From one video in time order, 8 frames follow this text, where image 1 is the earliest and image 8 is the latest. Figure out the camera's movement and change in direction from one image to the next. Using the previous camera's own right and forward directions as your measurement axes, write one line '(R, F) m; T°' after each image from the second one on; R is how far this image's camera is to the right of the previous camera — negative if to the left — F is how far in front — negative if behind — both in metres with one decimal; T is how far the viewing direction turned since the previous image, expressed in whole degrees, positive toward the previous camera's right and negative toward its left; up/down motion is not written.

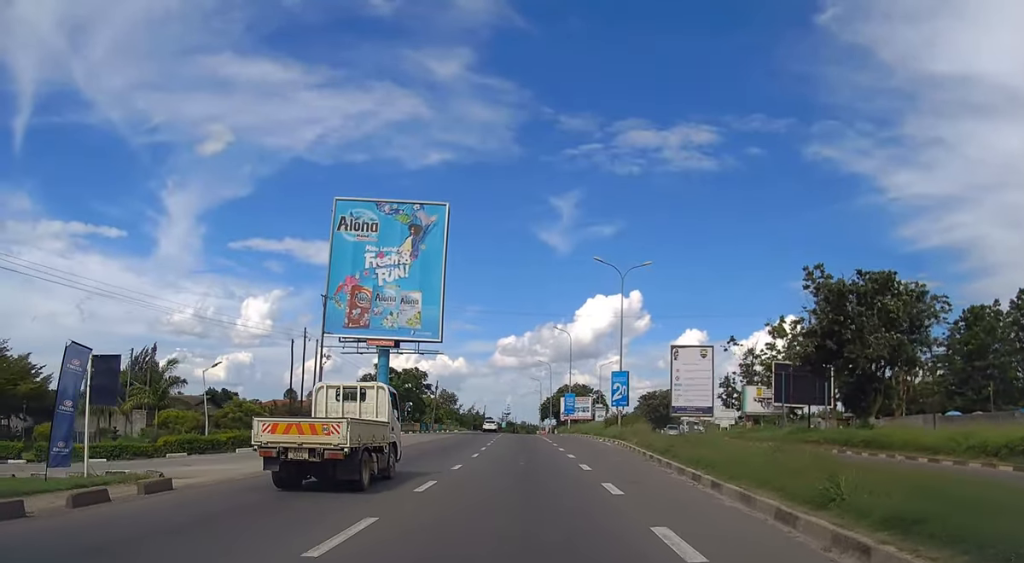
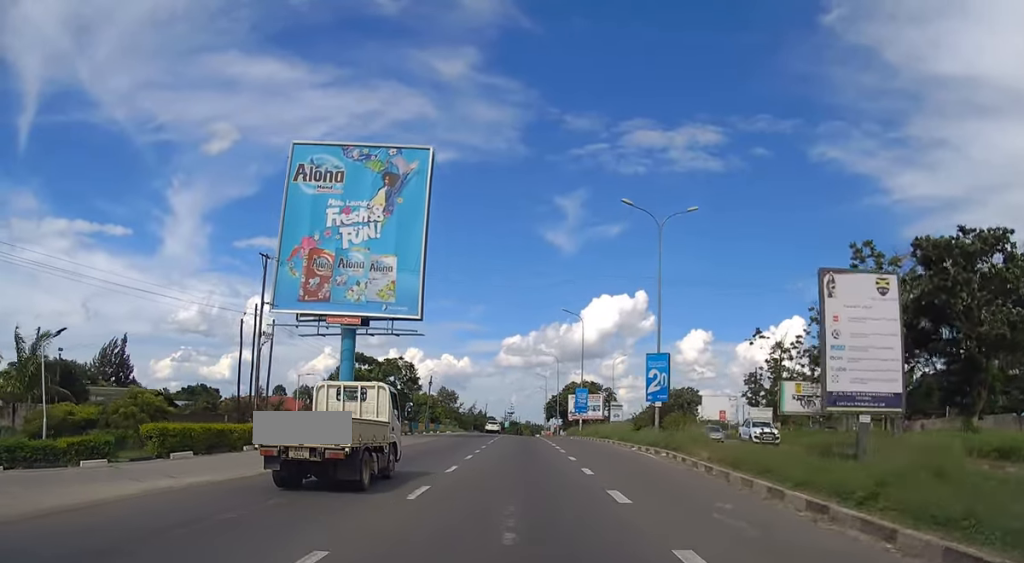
(-0.1, +13.4) m; 0°
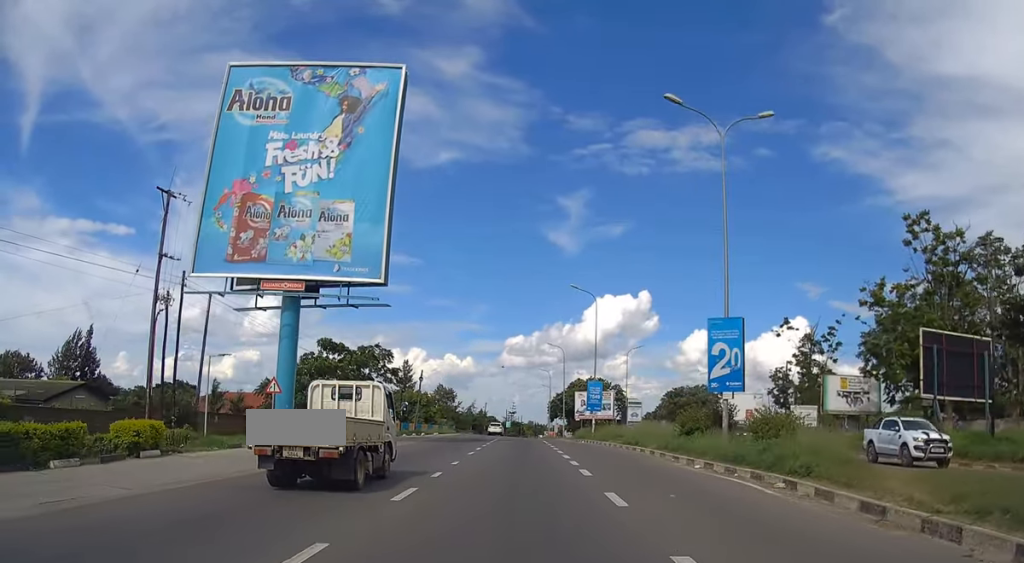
(0.0, +12.3) m; 0°
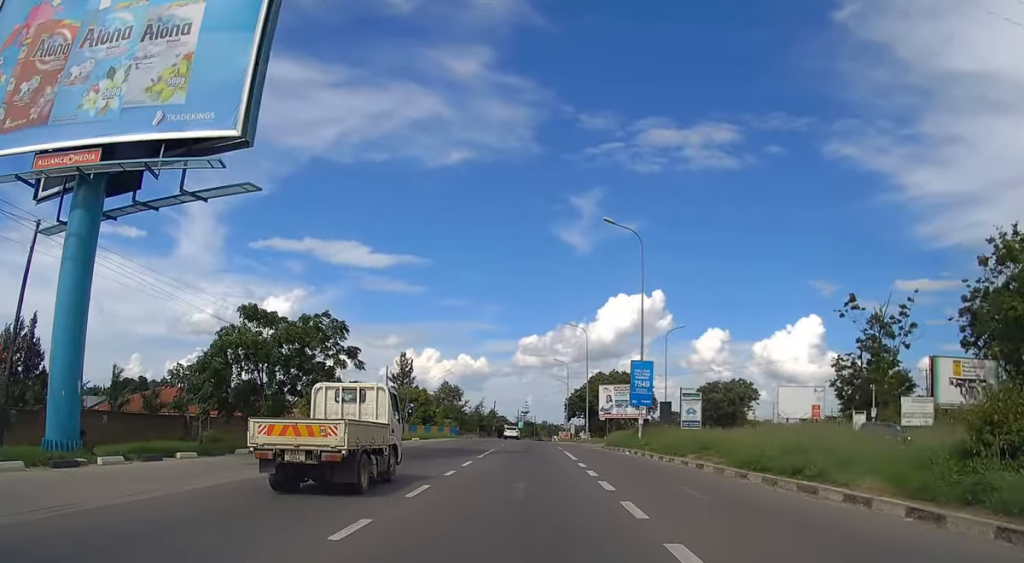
(-0.1, +18.9) m; -1°
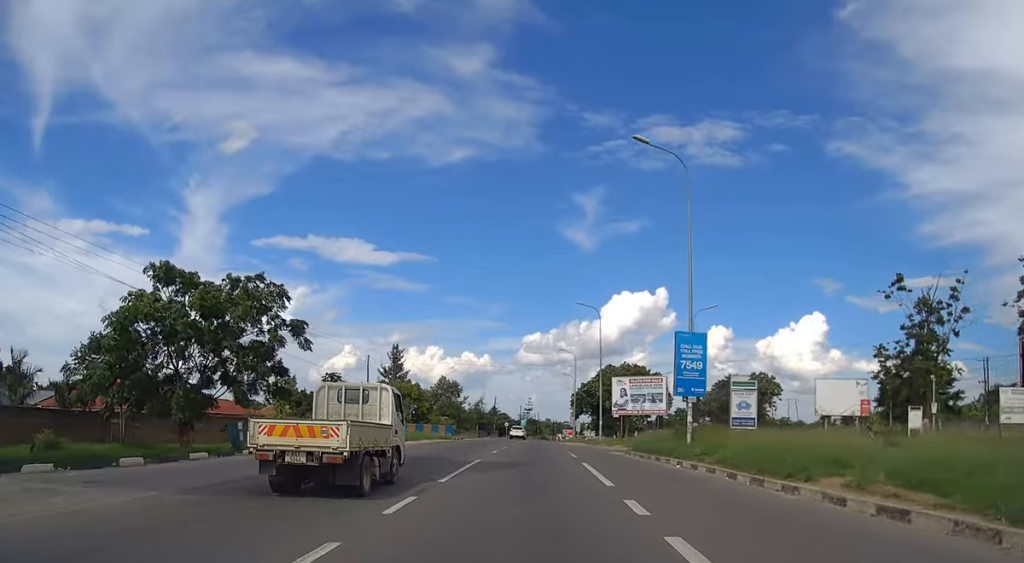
(-0.1, +11.0) m; -1°
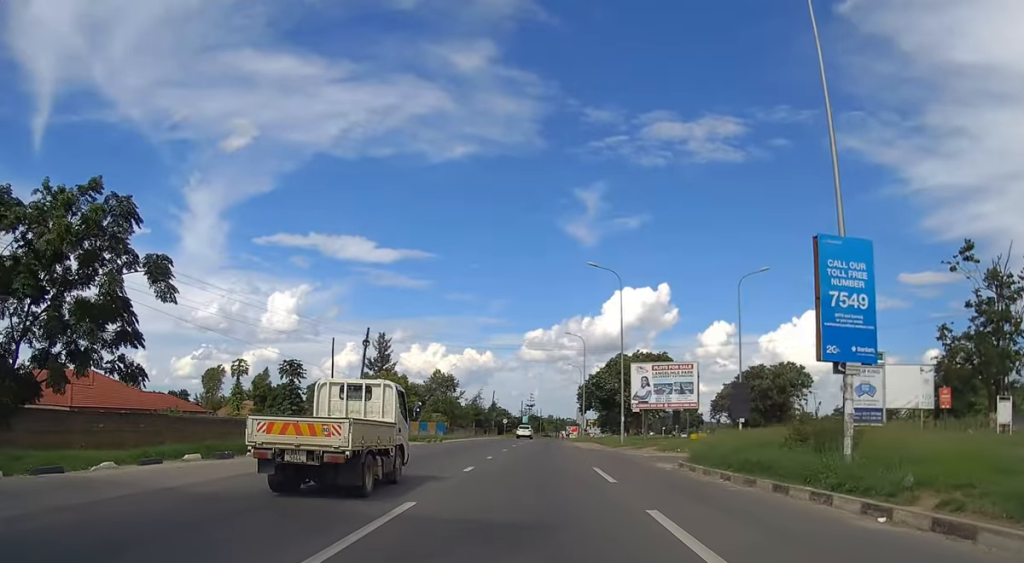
(-0.1, +13.3) m; 0°
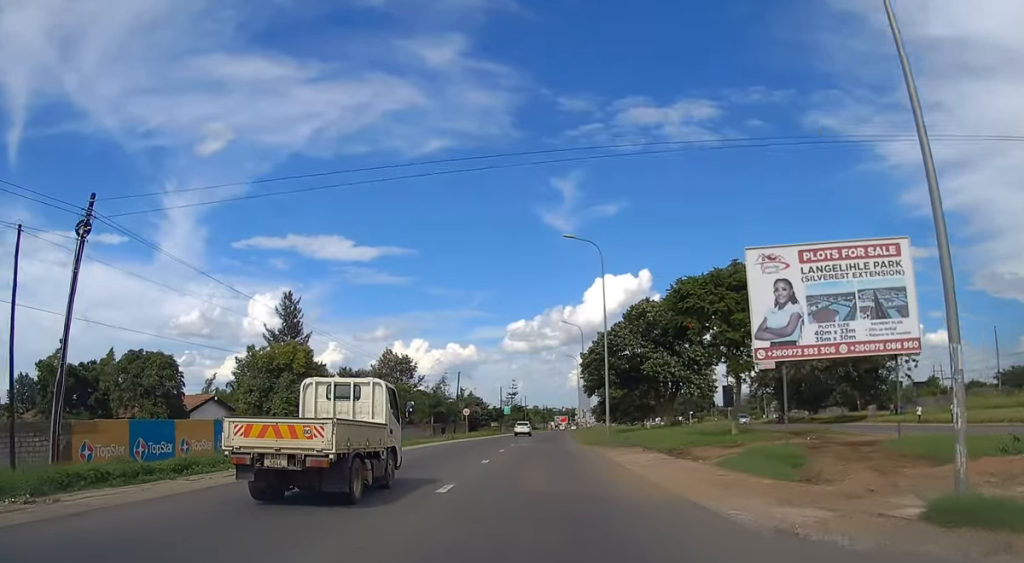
(+0.1, +38.2) m; +1°
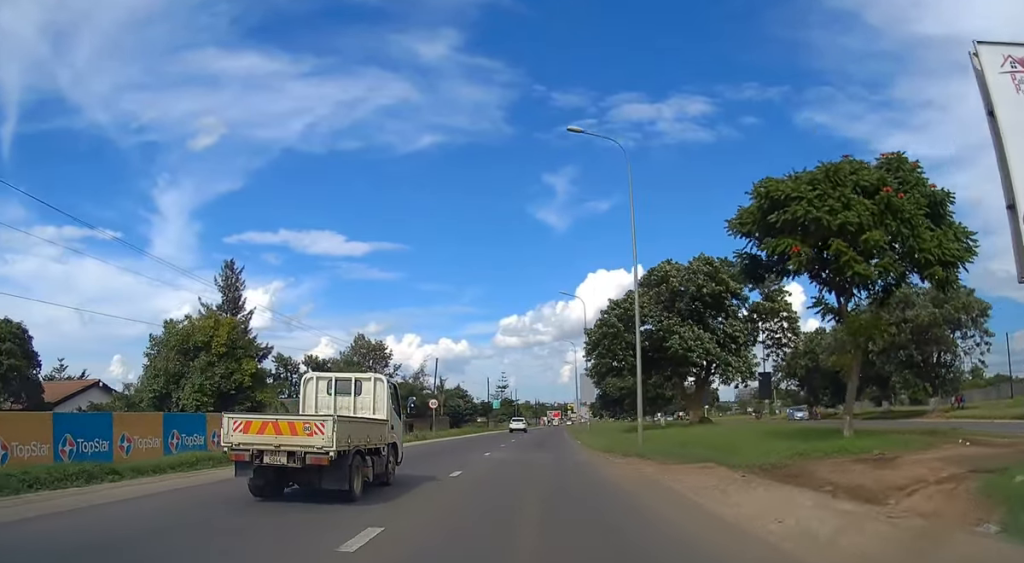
(0.0, +15.4) m; +1°
